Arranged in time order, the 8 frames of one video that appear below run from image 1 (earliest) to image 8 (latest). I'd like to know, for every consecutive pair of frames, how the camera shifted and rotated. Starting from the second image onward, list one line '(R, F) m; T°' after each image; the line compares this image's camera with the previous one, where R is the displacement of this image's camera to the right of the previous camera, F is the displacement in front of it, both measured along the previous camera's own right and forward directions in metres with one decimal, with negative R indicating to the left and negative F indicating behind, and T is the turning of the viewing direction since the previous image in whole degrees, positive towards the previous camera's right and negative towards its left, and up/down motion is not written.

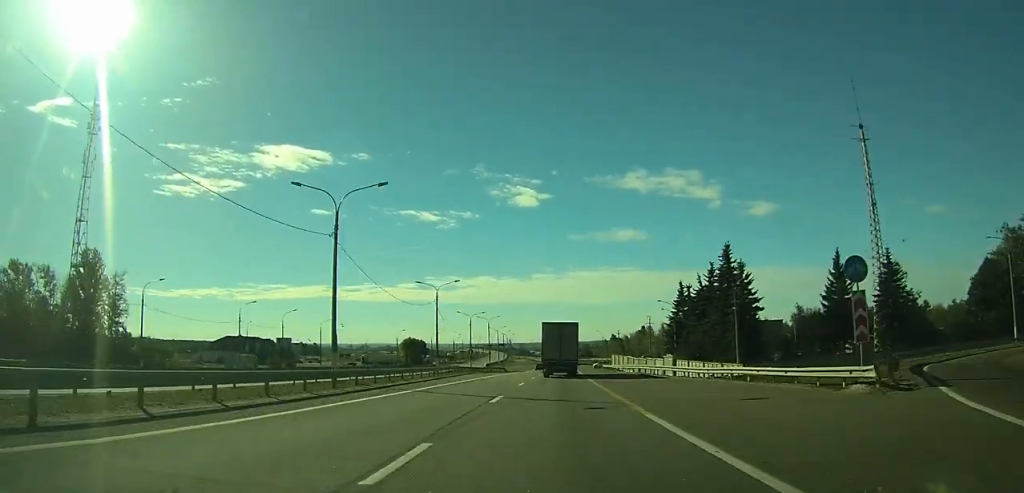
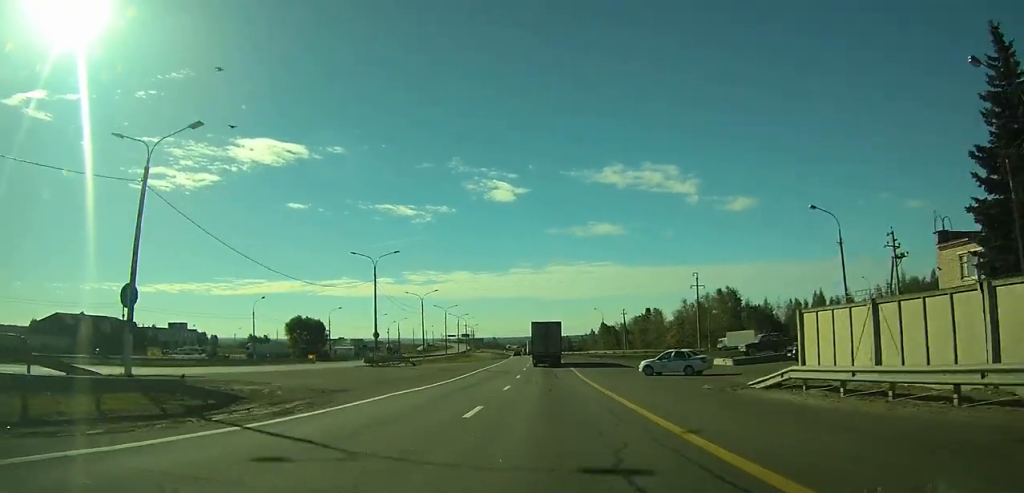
(+1.3, +77.8) m; +1°
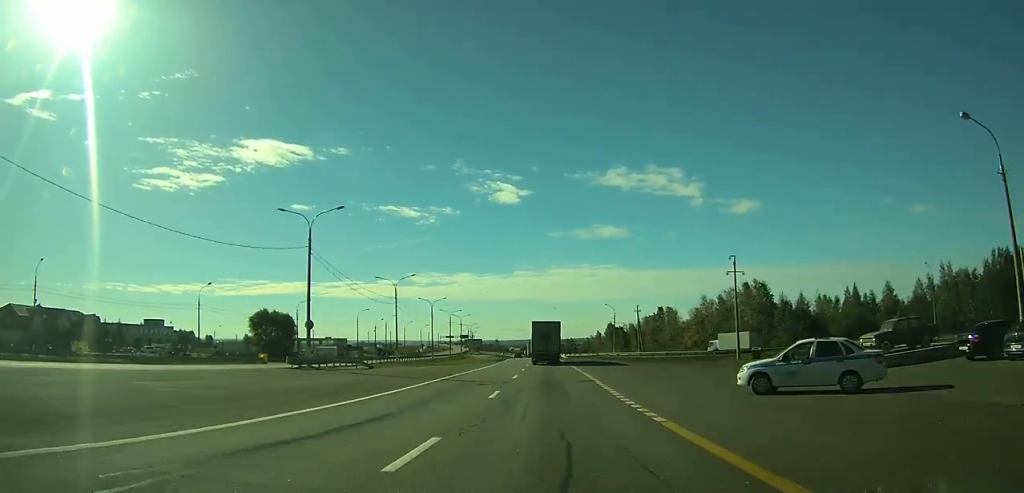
(0.0, +17.8) m; 0°
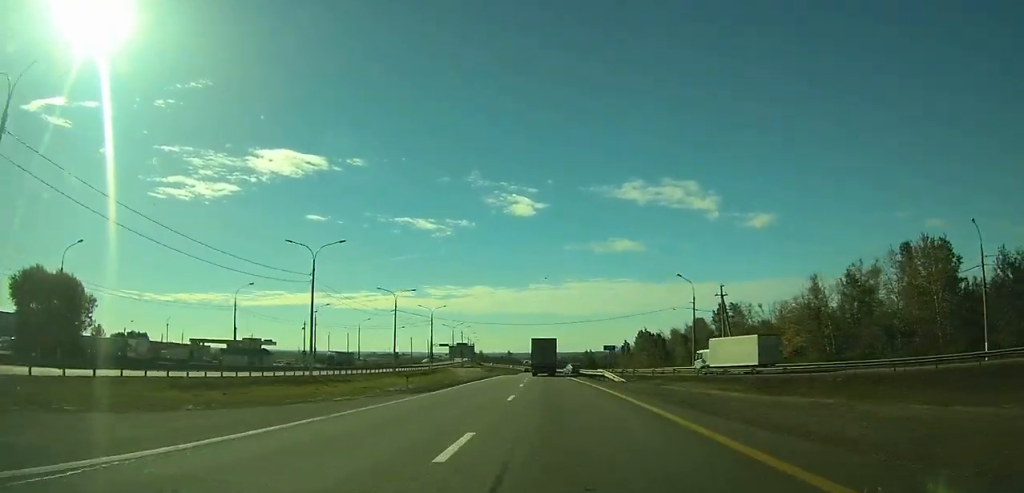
(-0.4, +58.3) m; -1°
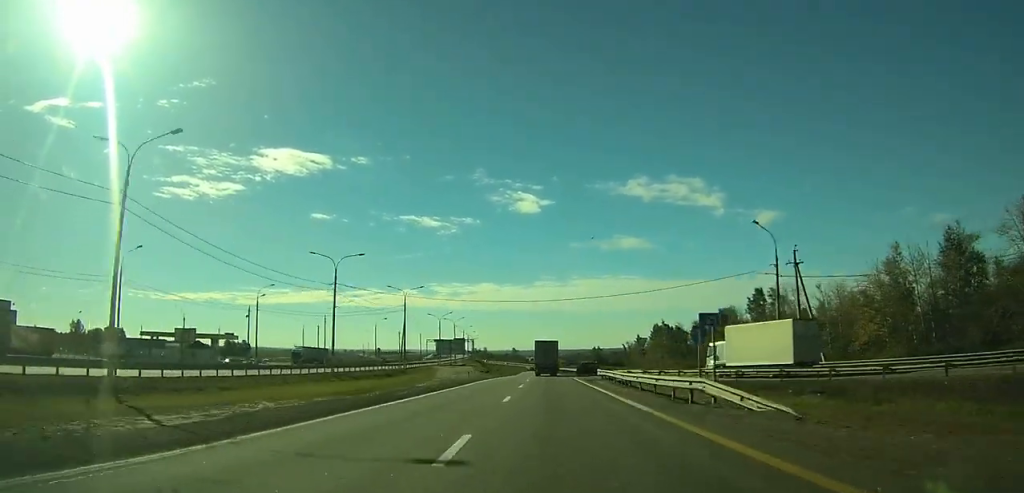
(-0.1, +24.3) m; 0°
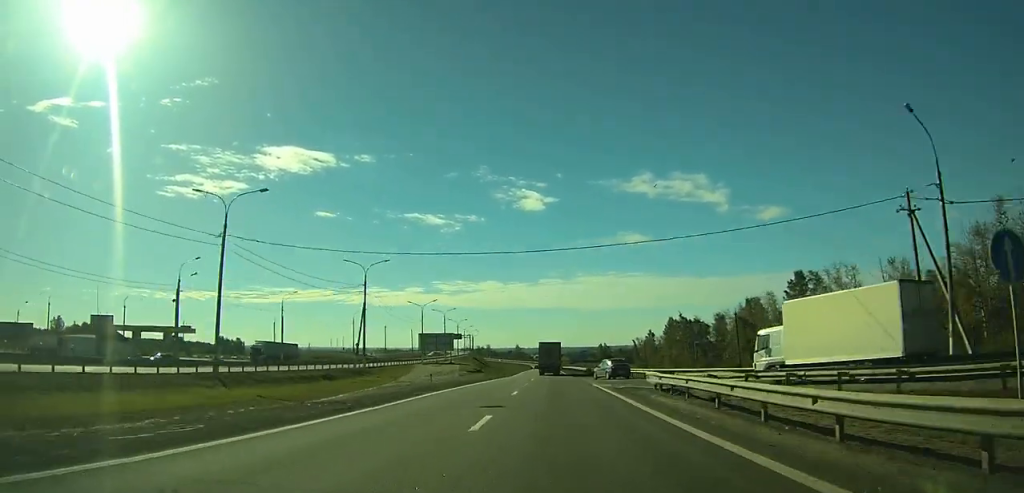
(-0.1, +20.3) m; 0°
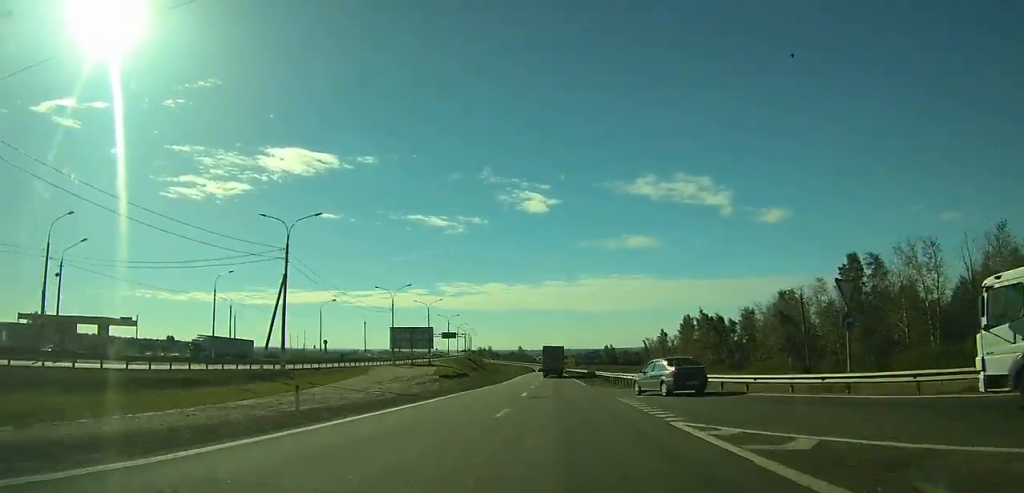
(0.0, +20.4) m; 0°
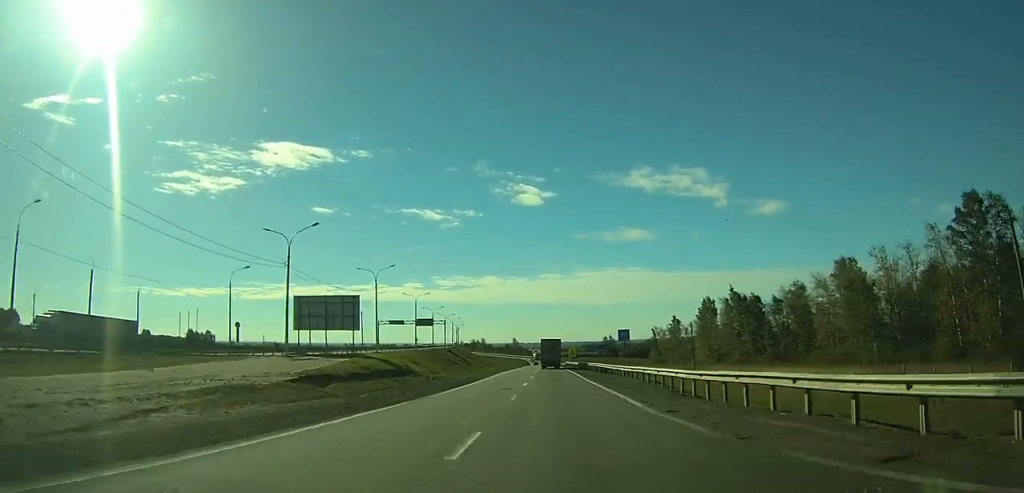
(-0.2, +30.4) m; 0°
